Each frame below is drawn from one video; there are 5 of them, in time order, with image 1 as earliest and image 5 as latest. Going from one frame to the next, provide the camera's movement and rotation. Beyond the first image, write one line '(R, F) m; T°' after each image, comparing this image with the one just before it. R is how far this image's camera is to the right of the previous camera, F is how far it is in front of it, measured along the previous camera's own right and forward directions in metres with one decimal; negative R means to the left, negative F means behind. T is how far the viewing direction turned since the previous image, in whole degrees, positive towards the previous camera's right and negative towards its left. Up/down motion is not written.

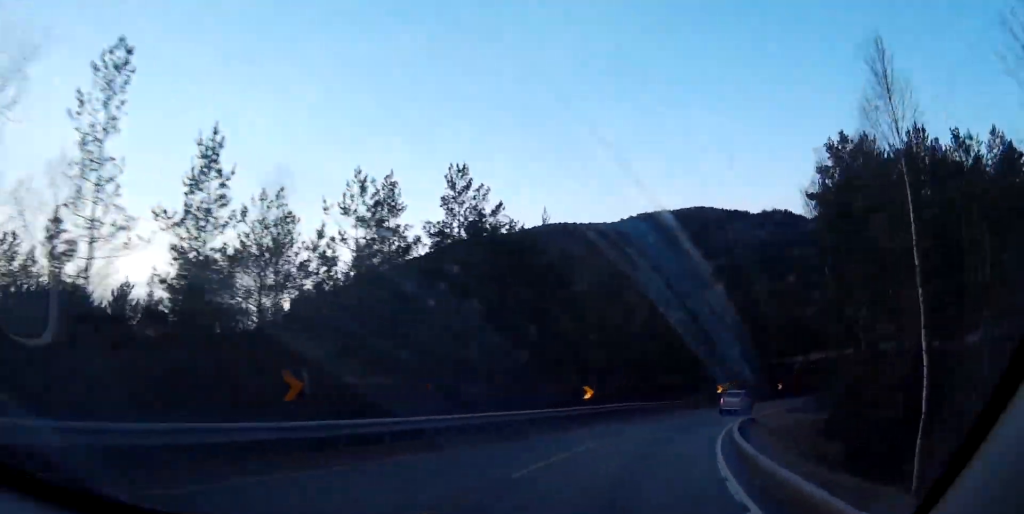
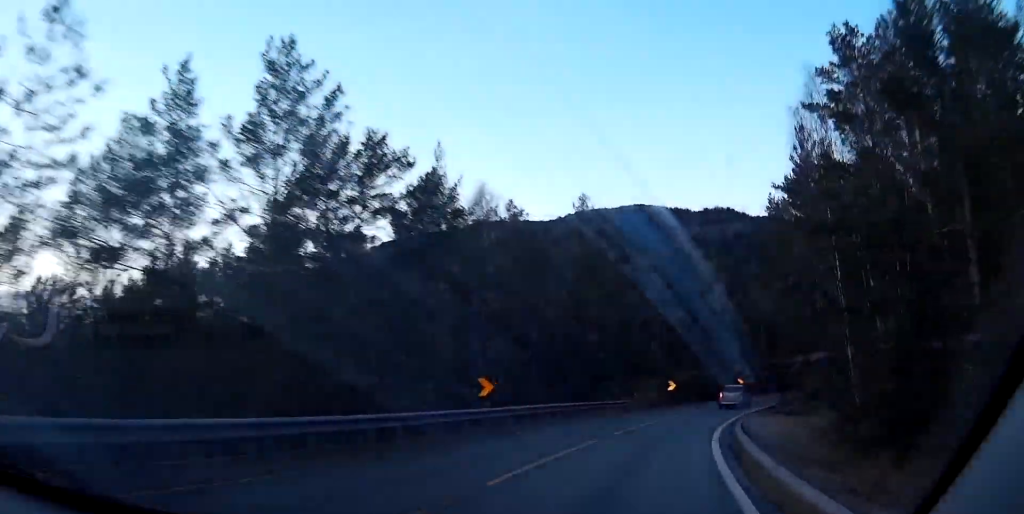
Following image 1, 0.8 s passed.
(+0.9, +12.9) m; +6°
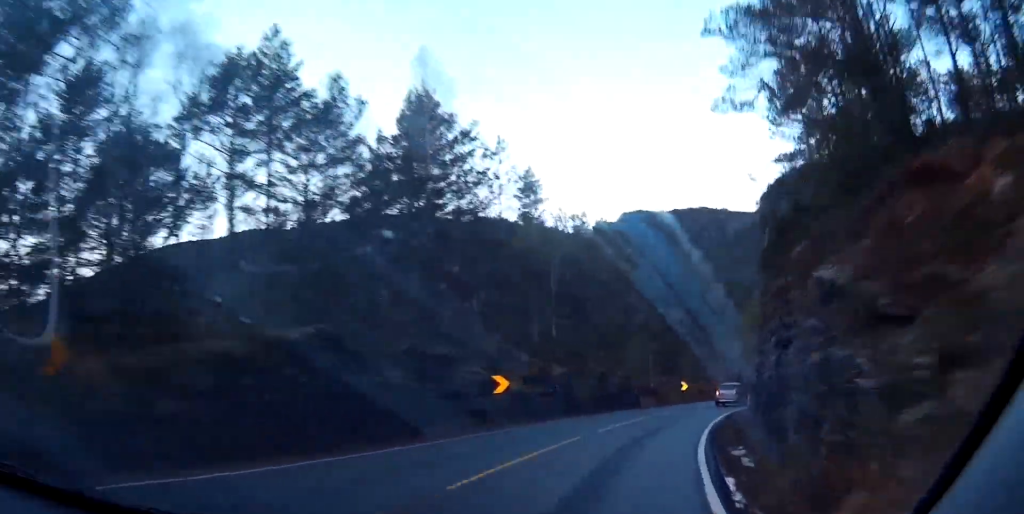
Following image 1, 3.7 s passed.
(+6.4, +47.7) m; +17°
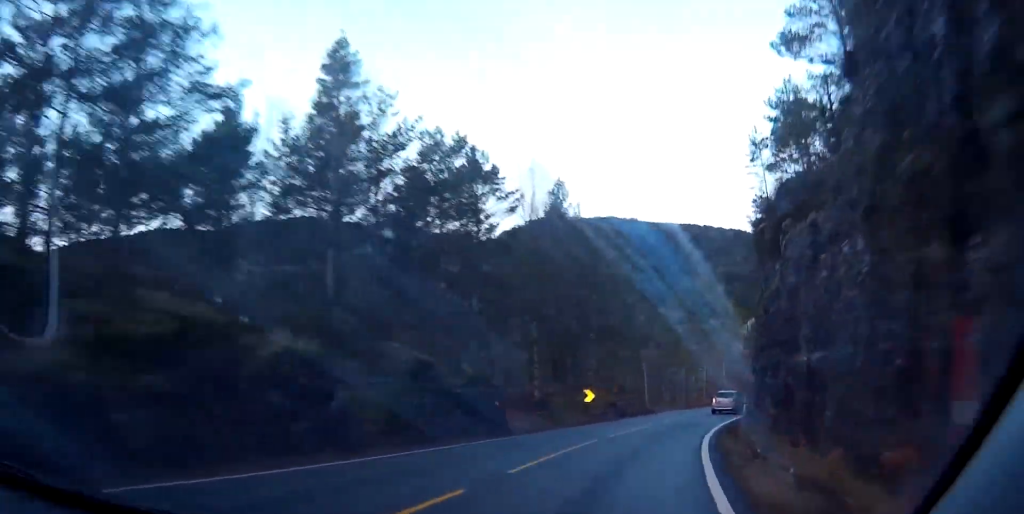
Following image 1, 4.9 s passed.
(+1.4, +21.5) m; +6°
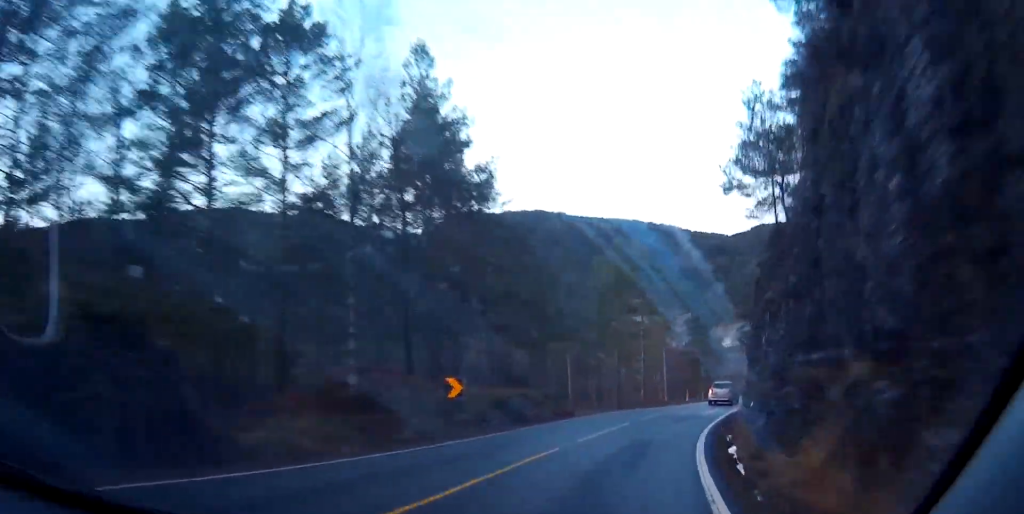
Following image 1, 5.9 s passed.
(+0.7, +16.9) m; +8°
